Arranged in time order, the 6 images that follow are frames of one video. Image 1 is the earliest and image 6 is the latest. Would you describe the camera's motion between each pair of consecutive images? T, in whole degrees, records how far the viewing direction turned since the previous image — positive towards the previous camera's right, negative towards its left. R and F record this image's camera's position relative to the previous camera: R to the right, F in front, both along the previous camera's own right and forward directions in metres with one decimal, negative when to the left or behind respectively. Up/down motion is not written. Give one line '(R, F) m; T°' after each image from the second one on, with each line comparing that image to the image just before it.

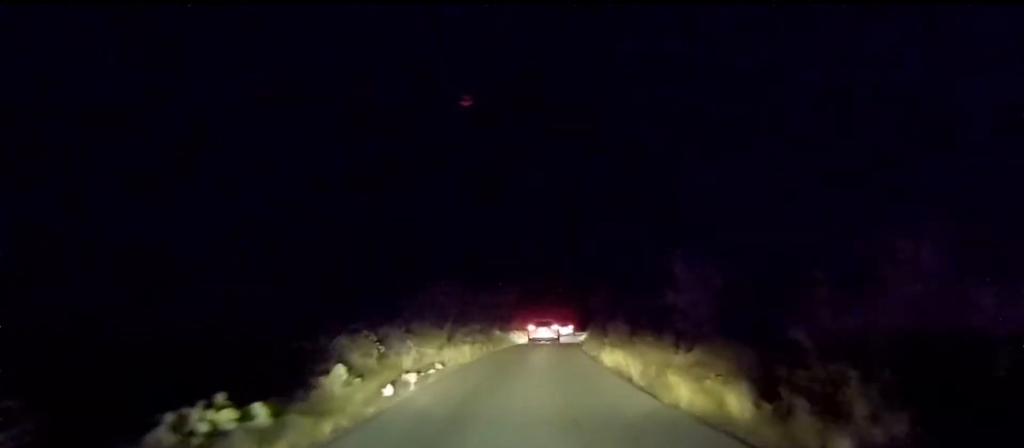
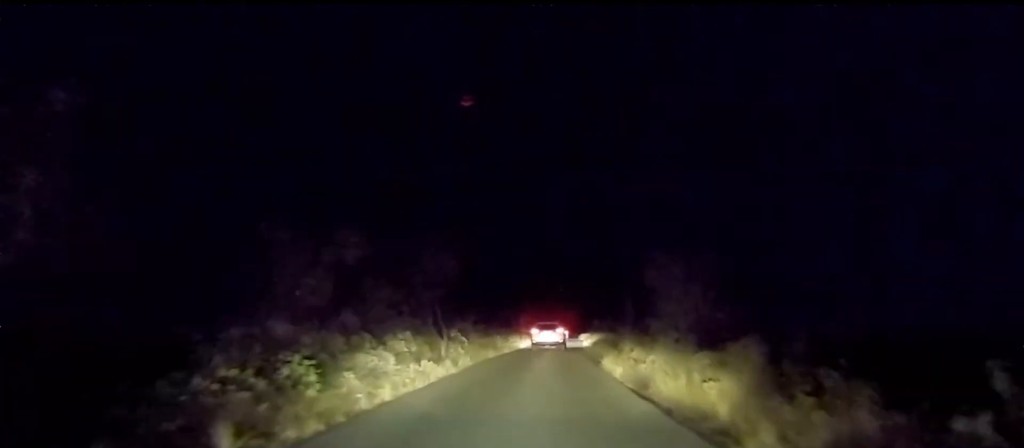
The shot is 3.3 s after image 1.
(-0.1, +23.5) m; 0°
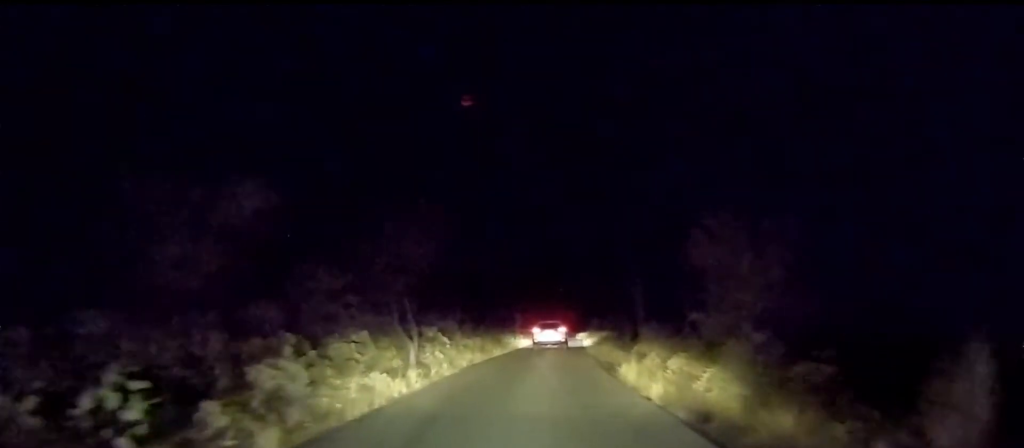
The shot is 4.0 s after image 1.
(0.0, +4.5) m; +2°
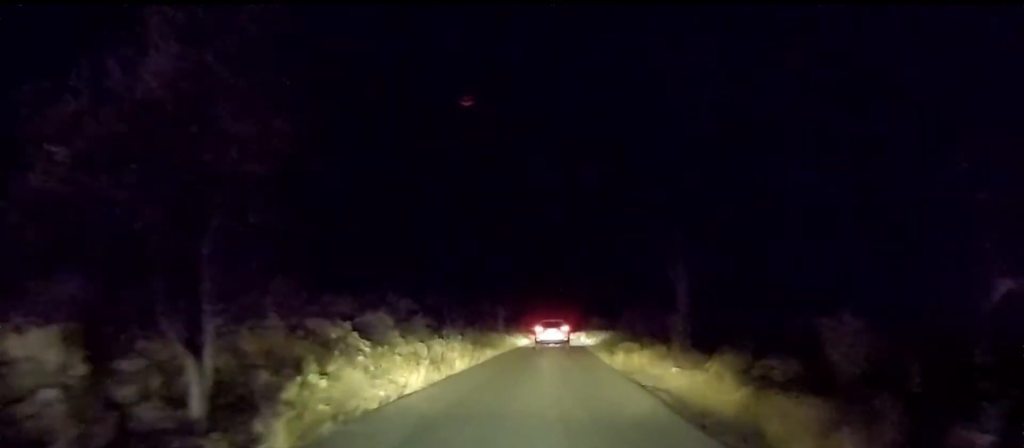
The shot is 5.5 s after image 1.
(+0.9, +10.1) m; +3°
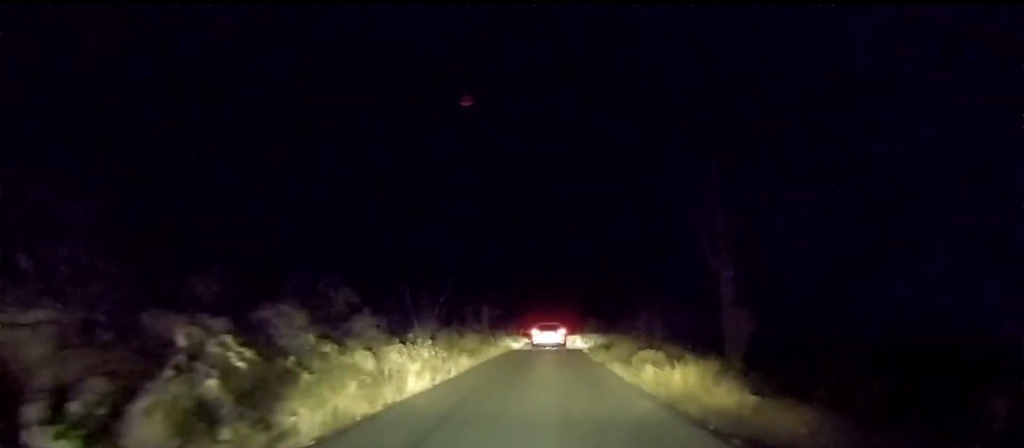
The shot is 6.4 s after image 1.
(-0.7, +5.0) m; -1°
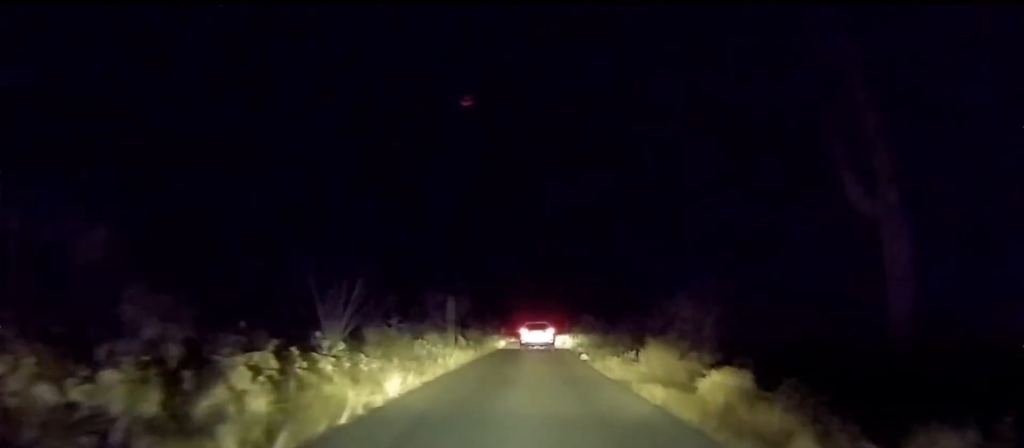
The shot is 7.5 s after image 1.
(+0.6, +7.1) m; +1°
